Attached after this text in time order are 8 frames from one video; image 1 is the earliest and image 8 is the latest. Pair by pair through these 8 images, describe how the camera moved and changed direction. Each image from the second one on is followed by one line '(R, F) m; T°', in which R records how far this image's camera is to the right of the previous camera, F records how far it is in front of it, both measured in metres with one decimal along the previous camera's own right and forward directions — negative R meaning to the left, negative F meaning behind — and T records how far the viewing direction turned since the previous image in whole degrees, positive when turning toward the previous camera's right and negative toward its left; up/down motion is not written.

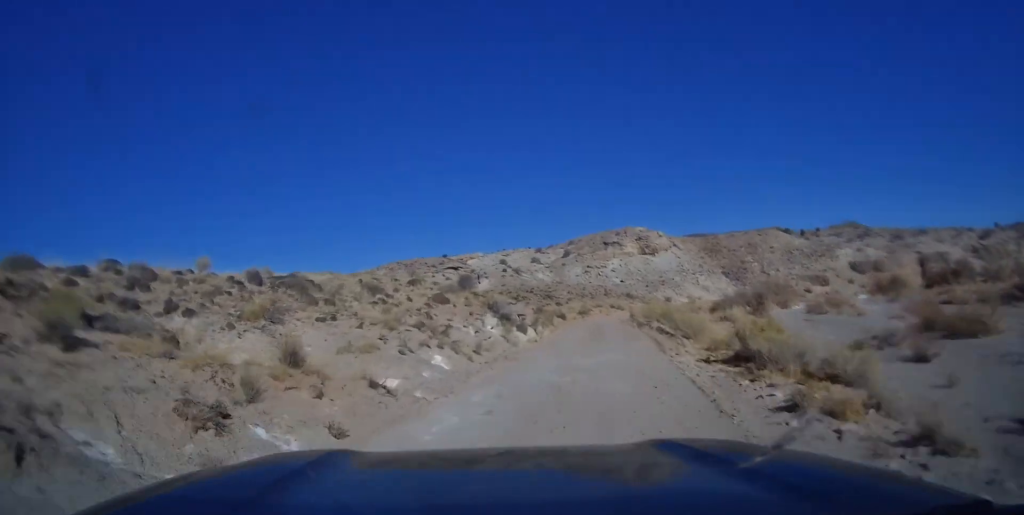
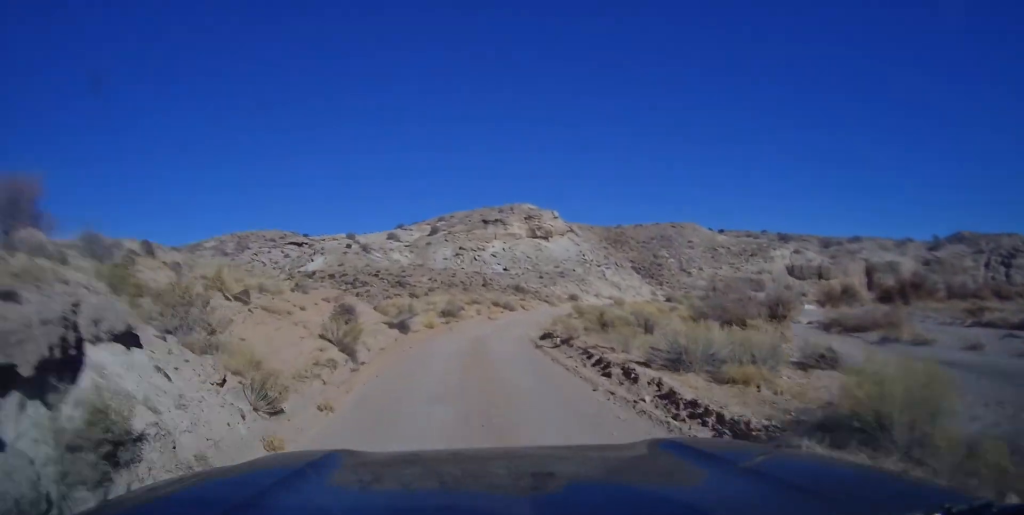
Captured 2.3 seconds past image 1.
(-5.6, +26.7) m; -10°
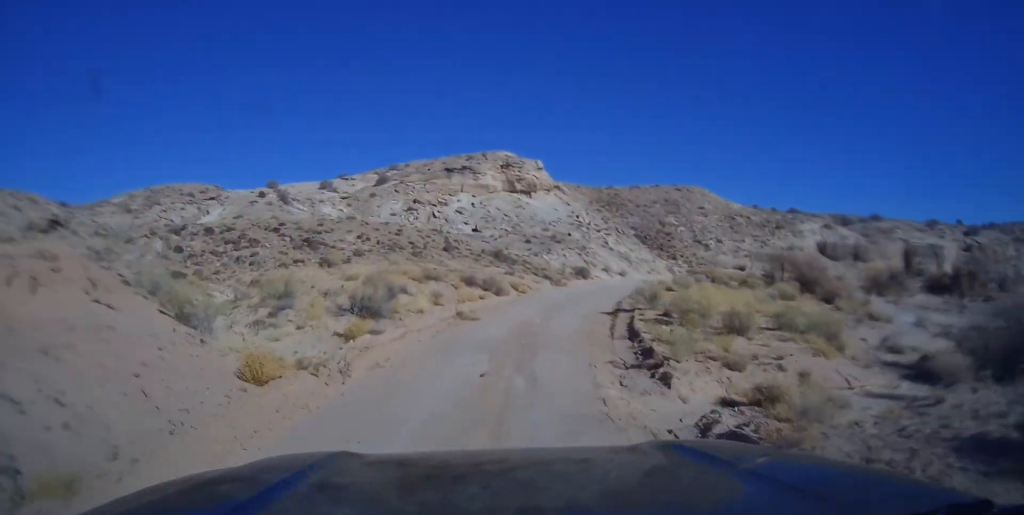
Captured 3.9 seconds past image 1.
(+0.4, +19.4) m; +2°
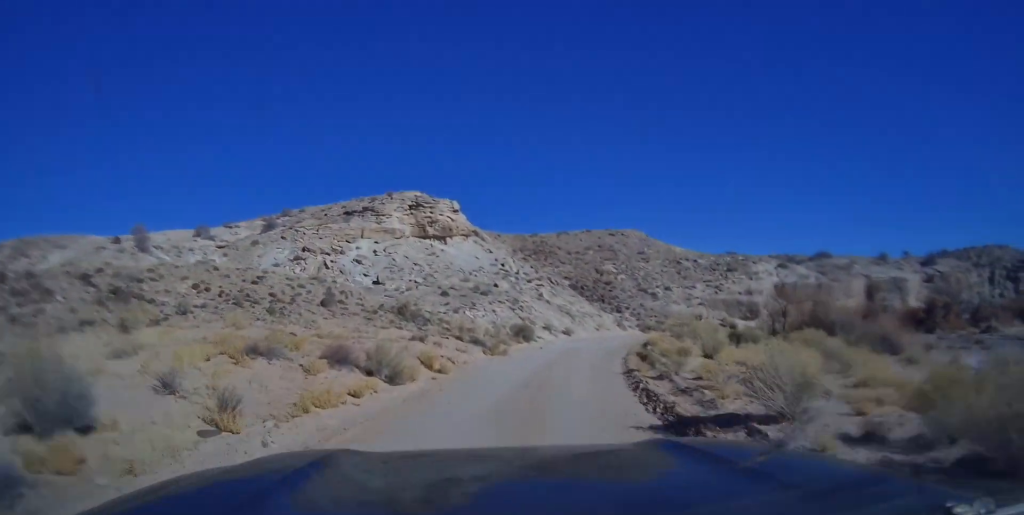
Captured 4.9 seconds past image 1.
(-0.2, +12.9) m; +2°
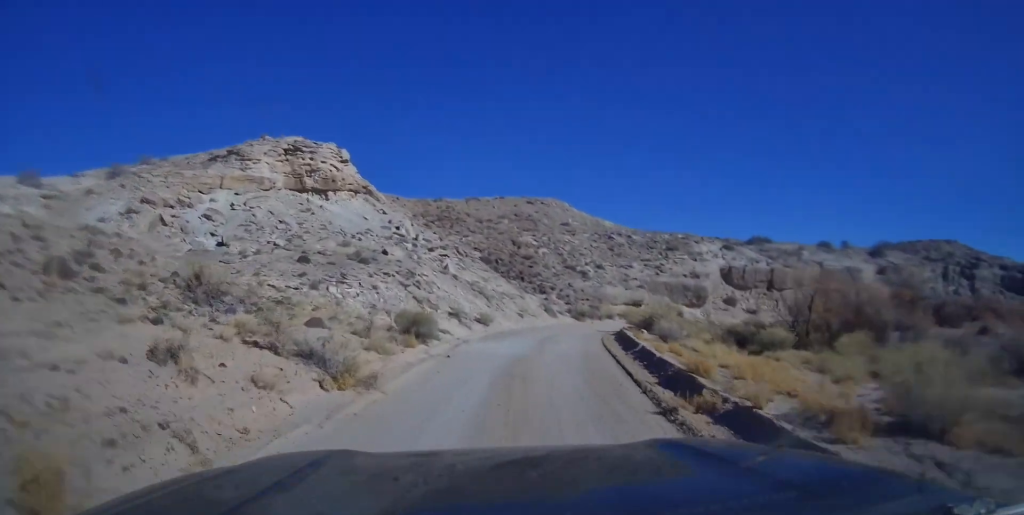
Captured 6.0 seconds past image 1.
(+0.4, +12.7) m; +5°
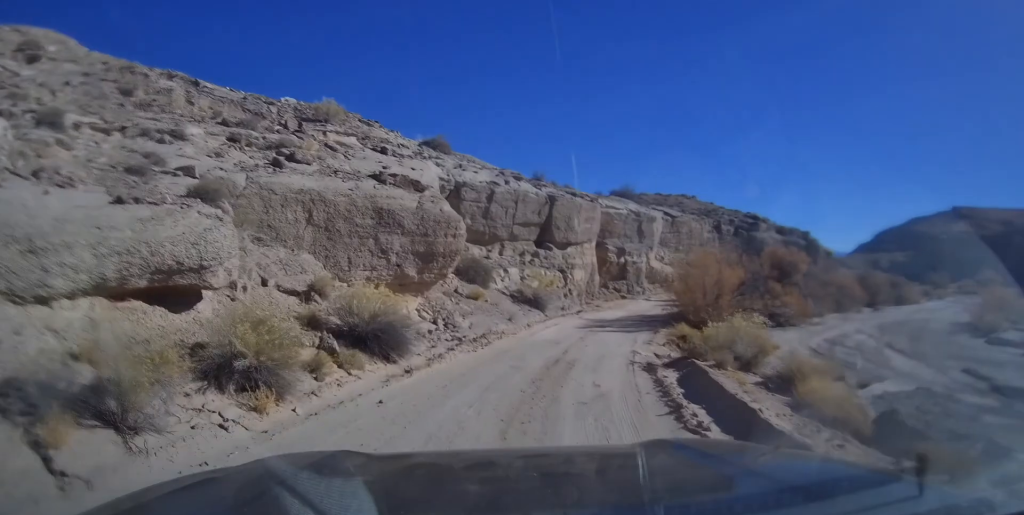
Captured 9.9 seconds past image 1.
(+10.1, +41.8) m; +35°
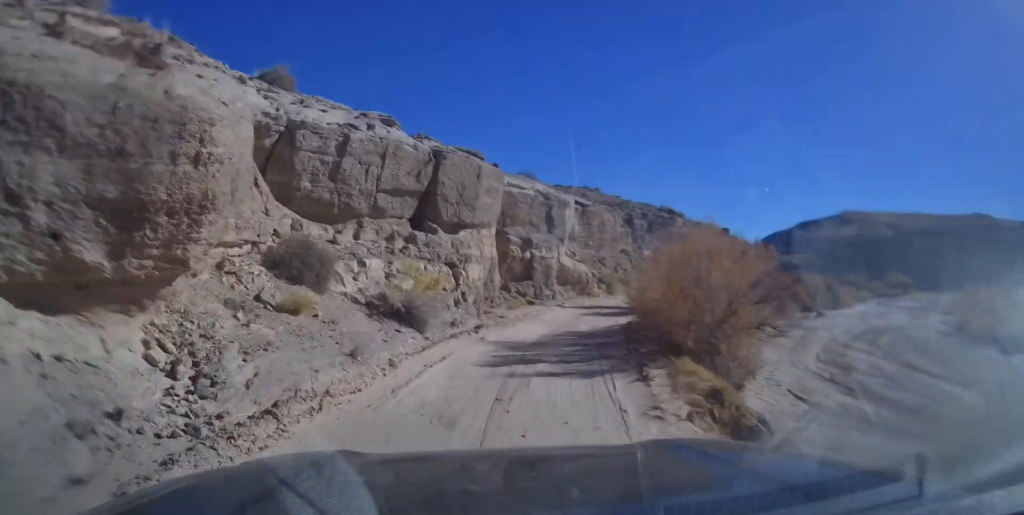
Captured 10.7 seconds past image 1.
(+1.0, +9.4) m; +12°
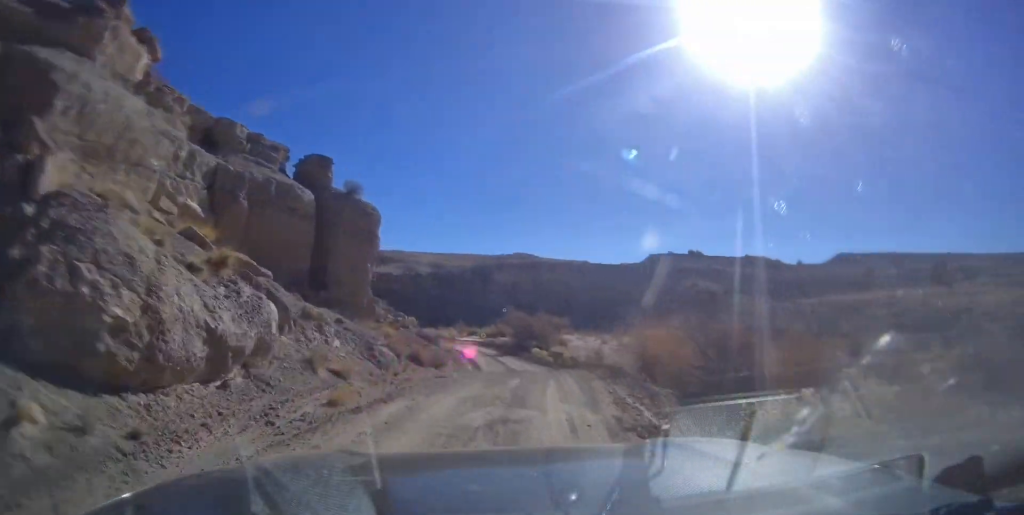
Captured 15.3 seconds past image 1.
(+23.7, +42.5) m; +55°
